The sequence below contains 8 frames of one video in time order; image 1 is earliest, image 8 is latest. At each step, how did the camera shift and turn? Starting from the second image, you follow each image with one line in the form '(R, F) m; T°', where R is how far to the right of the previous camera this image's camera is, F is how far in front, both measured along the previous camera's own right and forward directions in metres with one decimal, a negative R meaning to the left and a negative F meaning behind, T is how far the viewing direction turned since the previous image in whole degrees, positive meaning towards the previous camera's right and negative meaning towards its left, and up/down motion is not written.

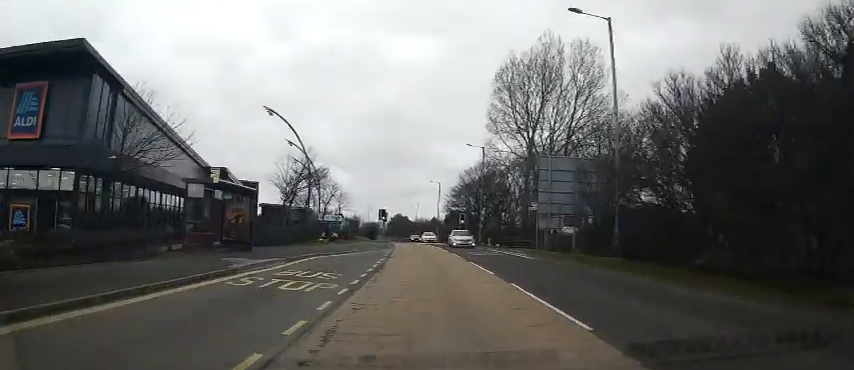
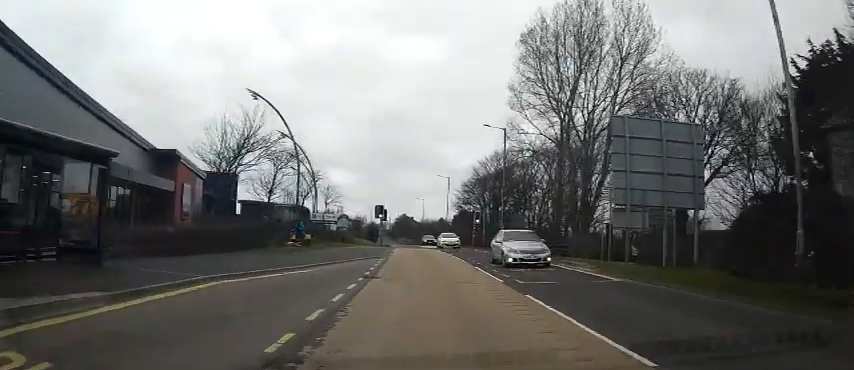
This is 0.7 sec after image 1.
(0.0, +10.8) m; 0°
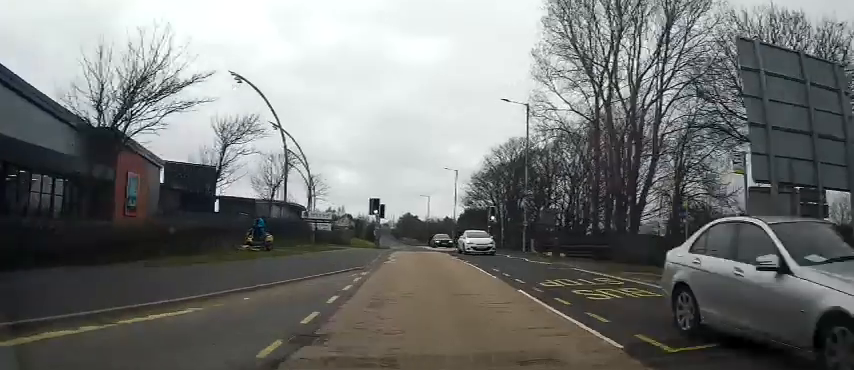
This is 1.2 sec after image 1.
(0.0, +8.2) m; 0°
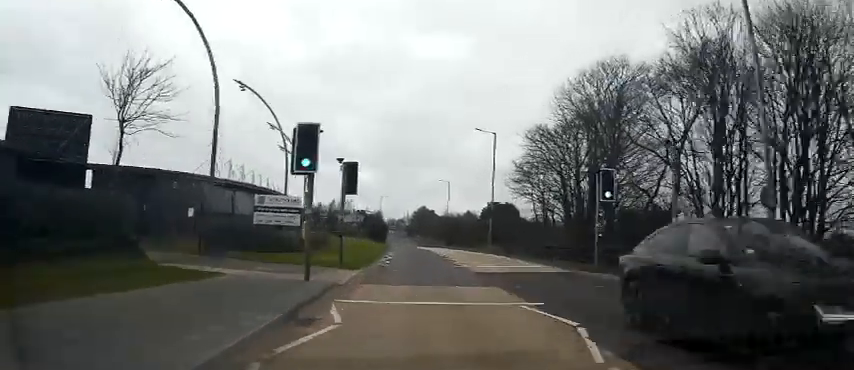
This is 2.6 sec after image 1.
(-0.2, +24.6) m; -1°
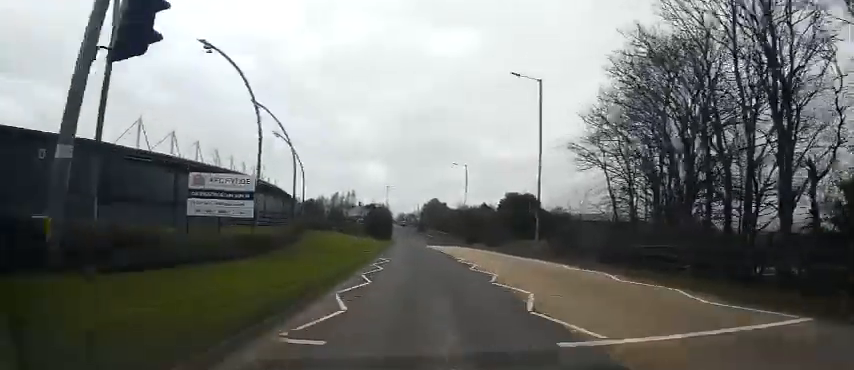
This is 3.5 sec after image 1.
(-0.1, +15.2) m; -1°
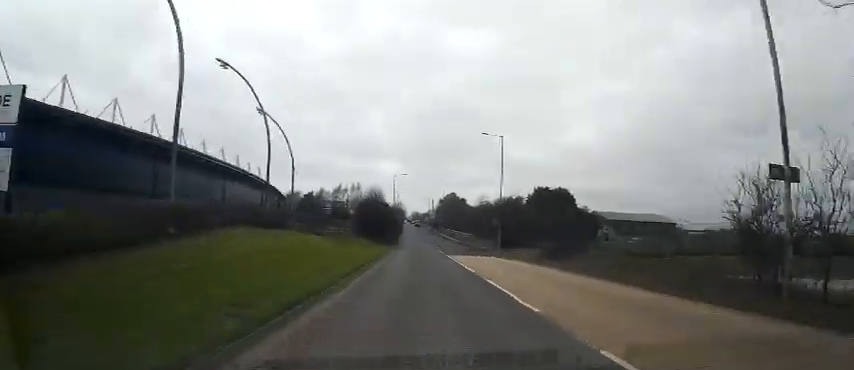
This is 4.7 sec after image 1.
(-0.4, +20.7) m; -2°
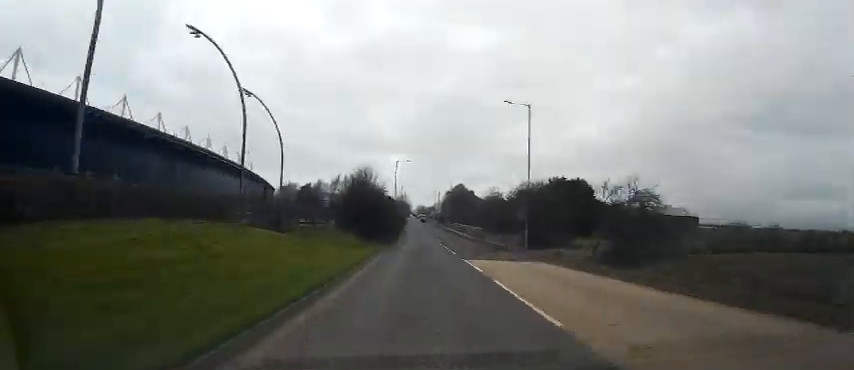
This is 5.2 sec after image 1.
(0.0, +9.1) m; -1°
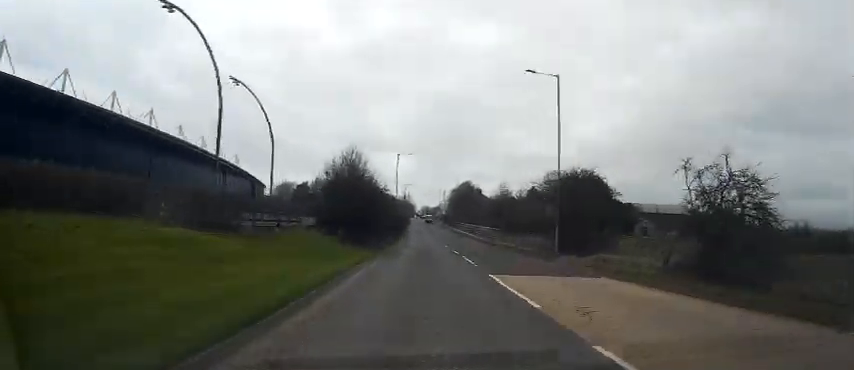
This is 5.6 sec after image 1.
(-0.1, +7.8) m; 0°
